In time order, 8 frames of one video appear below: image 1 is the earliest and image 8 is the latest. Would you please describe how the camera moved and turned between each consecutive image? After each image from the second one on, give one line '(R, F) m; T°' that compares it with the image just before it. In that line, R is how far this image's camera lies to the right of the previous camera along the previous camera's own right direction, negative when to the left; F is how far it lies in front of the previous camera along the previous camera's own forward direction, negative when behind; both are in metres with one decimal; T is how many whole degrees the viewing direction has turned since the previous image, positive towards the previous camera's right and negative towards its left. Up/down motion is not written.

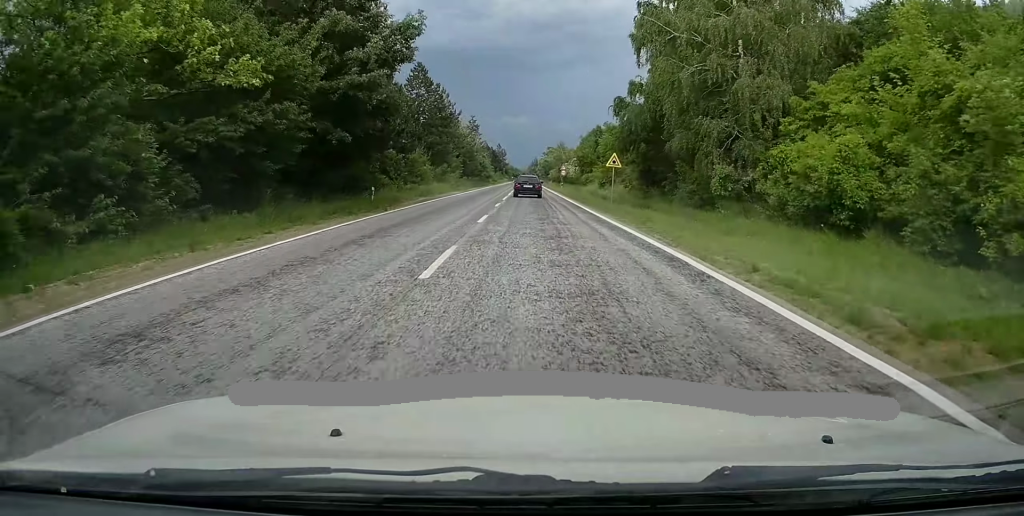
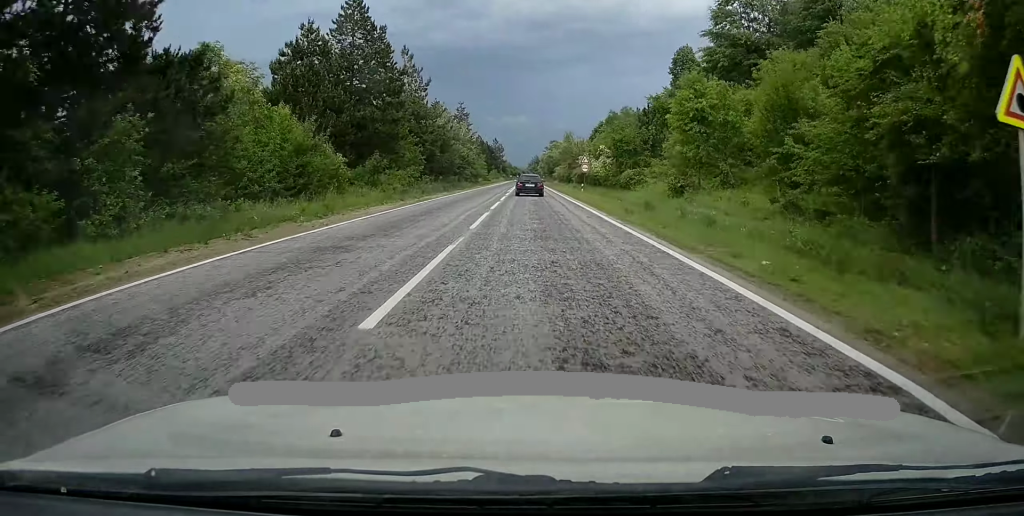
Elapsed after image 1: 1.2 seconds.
(-0.2, +30.0) m; 0°
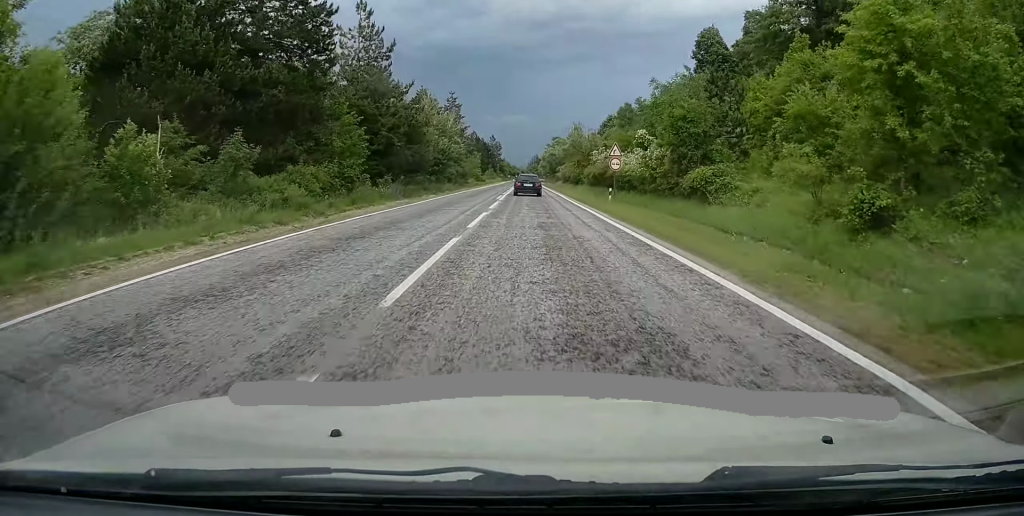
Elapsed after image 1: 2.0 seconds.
(+0.2, +17.8) m; 0°
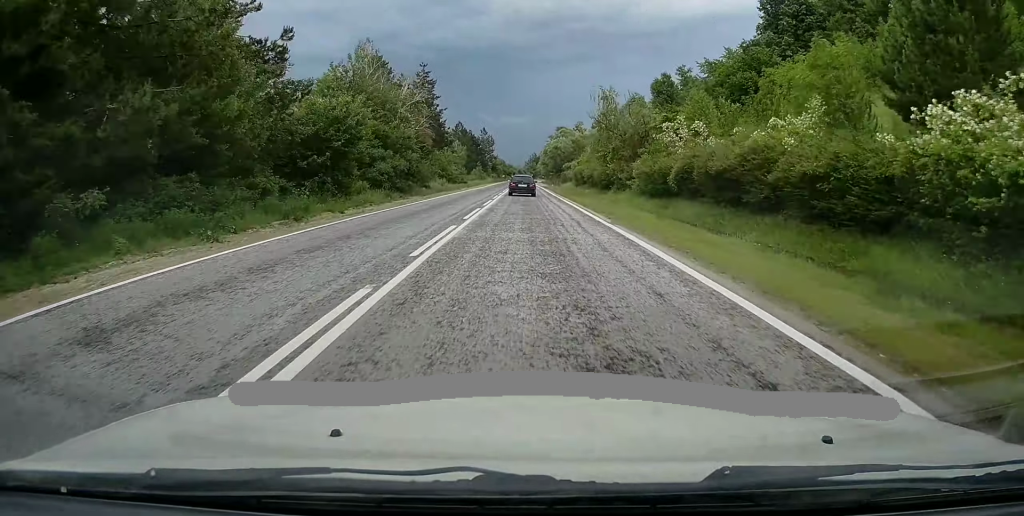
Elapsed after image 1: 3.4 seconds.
(-0.6, +33.9) m; 0°
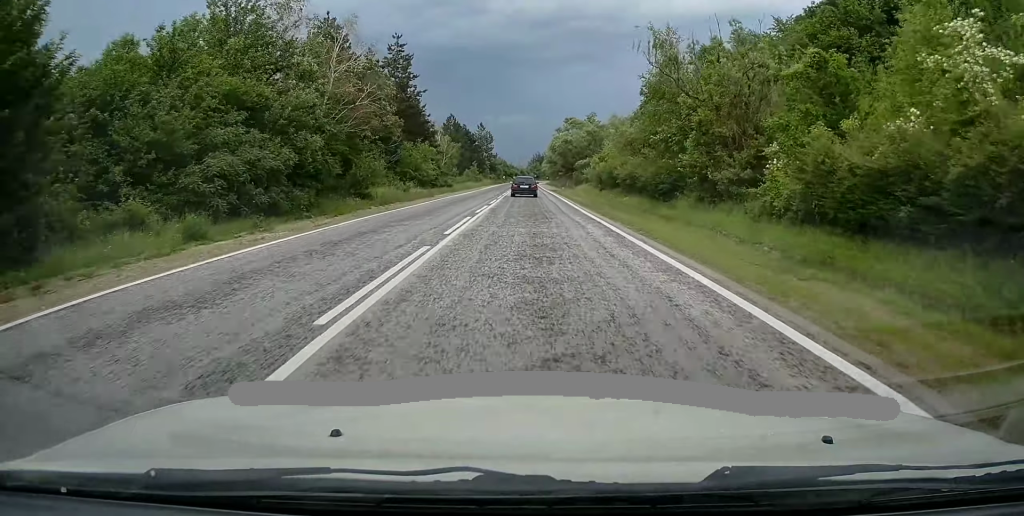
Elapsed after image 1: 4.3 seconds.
(+0.2, +21.6) m; 0°
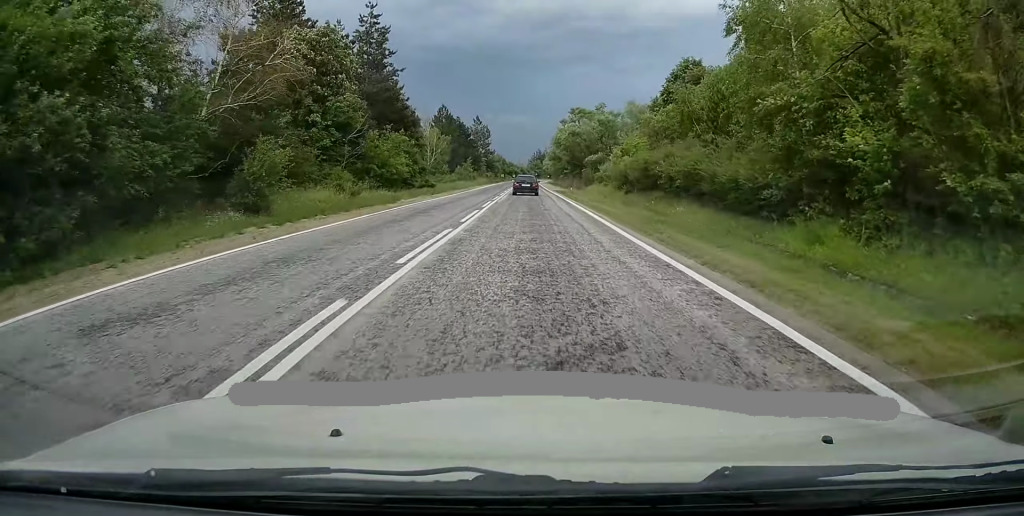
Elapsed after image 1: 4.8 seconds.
(+0.3, +13.6) m; 0°
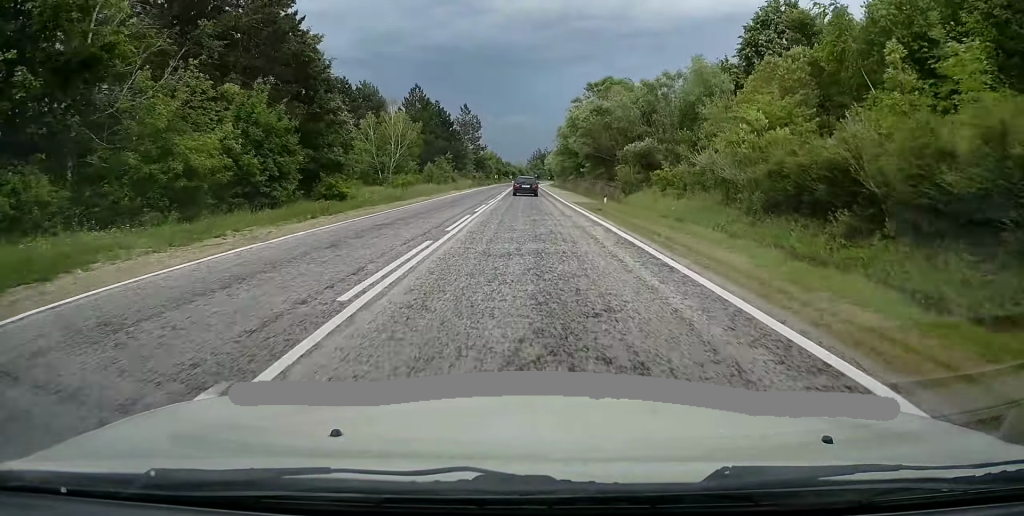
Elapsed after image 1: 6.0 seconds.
(-0.4, +28.2) m; 0°
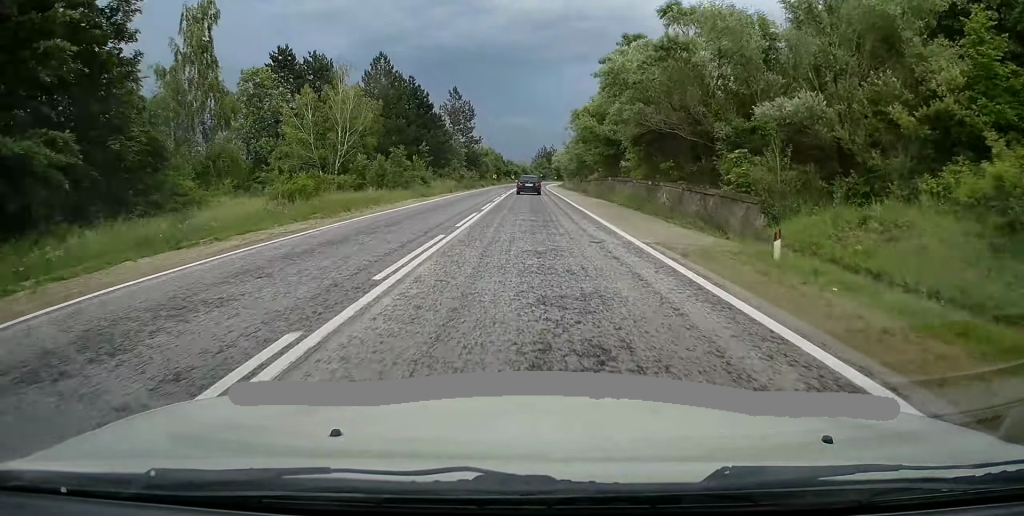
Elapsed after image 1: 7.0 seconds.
(+0.3, +24.2) m; 0°
